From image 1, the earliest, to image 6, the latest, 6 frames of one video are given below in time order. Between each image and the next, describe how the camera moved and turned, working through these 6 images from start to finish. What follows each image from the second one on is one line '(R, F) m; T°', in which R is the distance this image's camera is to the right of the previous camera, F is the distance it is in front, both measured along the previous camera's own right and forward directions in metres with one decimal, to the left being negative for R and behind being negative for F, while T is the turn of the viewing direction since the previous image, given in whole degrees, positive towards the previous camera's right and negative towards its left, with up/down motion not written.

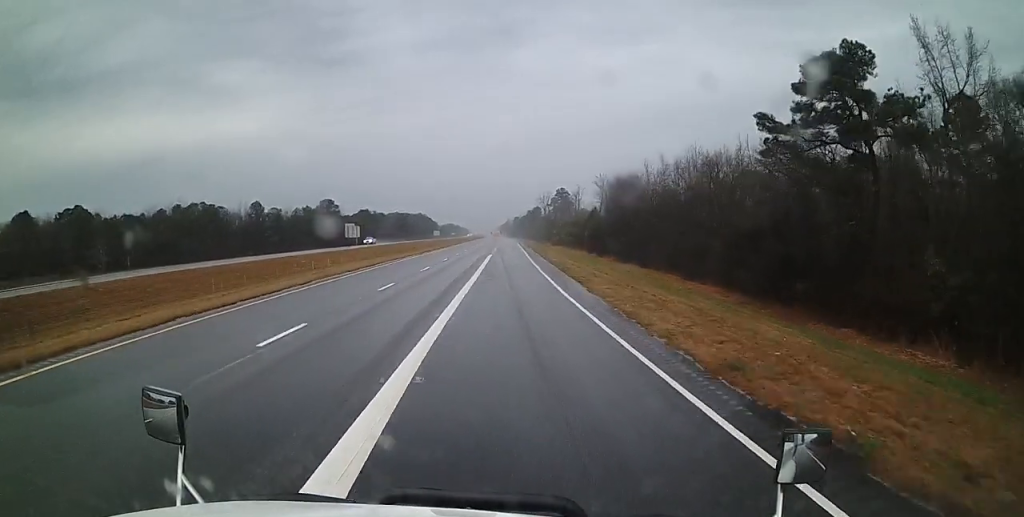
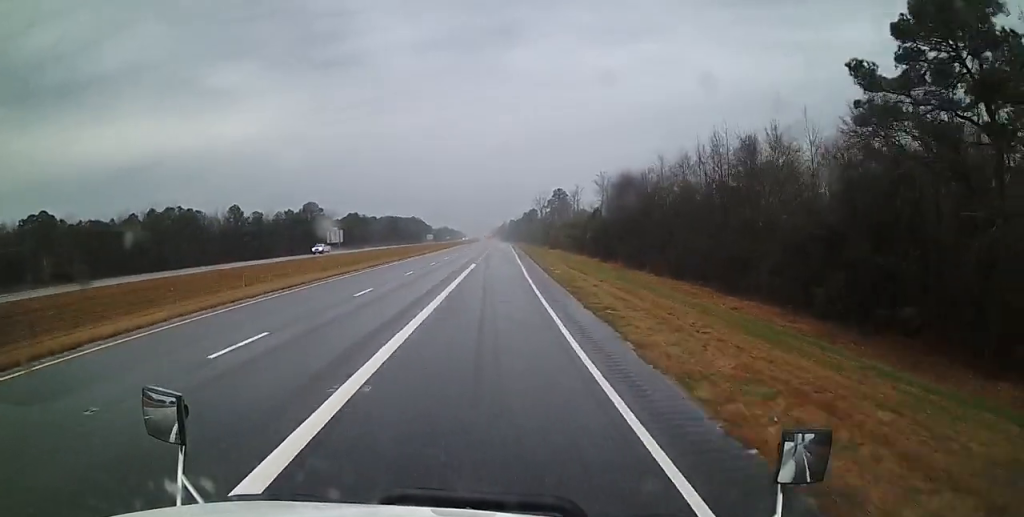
(0.0, +12.8) m; 0°
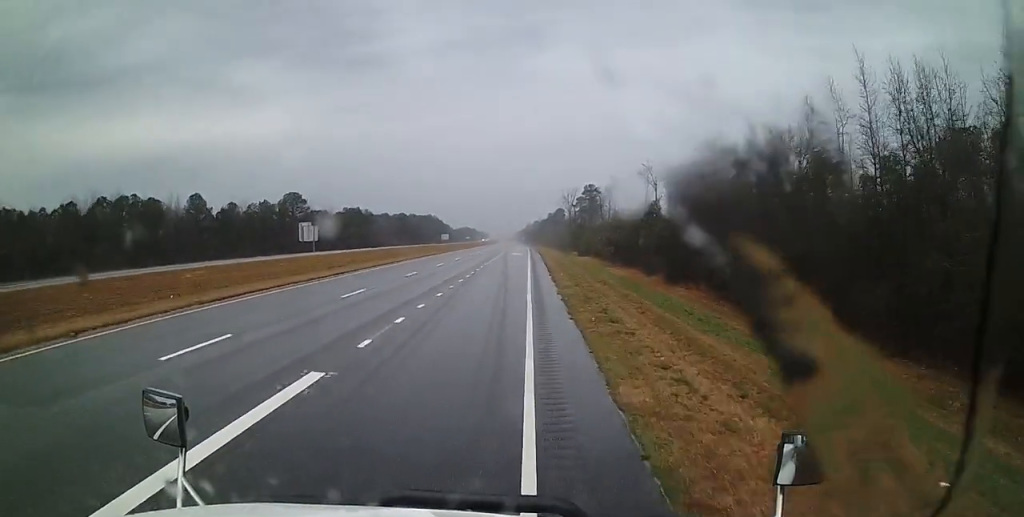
(+0.8, +39.5) m; +2°
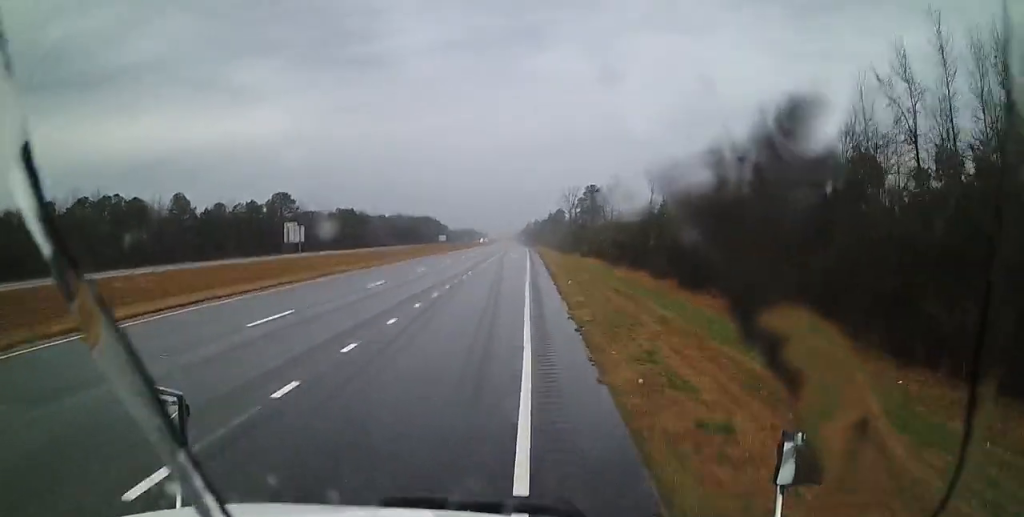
(+0.1, +8.4) m; 0°
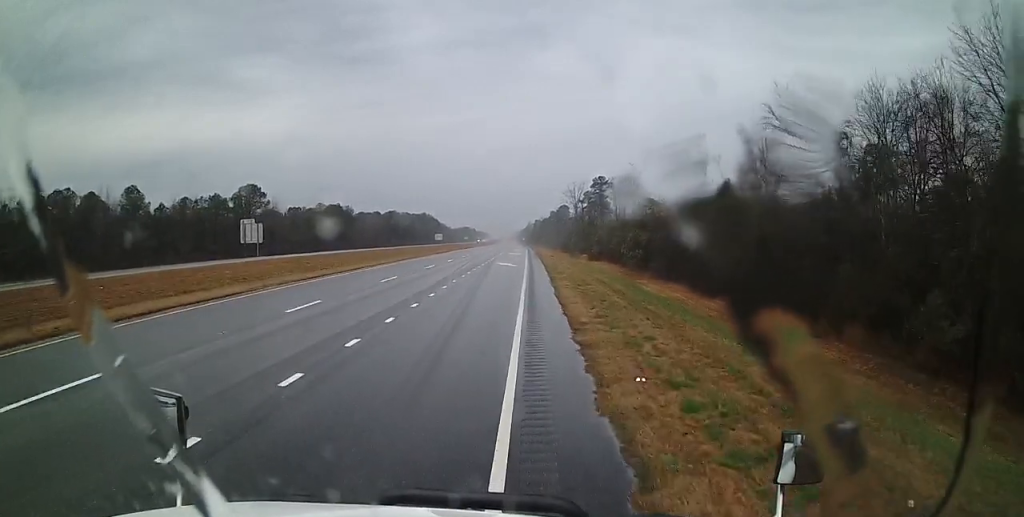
(0.0, +24.3) m; -2°
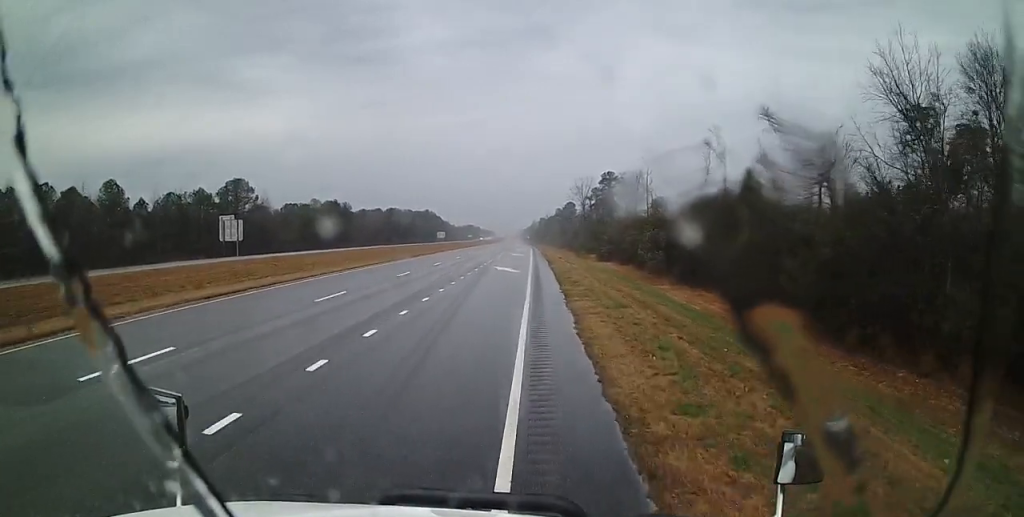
(-0.6, +12.7) m; -2°
